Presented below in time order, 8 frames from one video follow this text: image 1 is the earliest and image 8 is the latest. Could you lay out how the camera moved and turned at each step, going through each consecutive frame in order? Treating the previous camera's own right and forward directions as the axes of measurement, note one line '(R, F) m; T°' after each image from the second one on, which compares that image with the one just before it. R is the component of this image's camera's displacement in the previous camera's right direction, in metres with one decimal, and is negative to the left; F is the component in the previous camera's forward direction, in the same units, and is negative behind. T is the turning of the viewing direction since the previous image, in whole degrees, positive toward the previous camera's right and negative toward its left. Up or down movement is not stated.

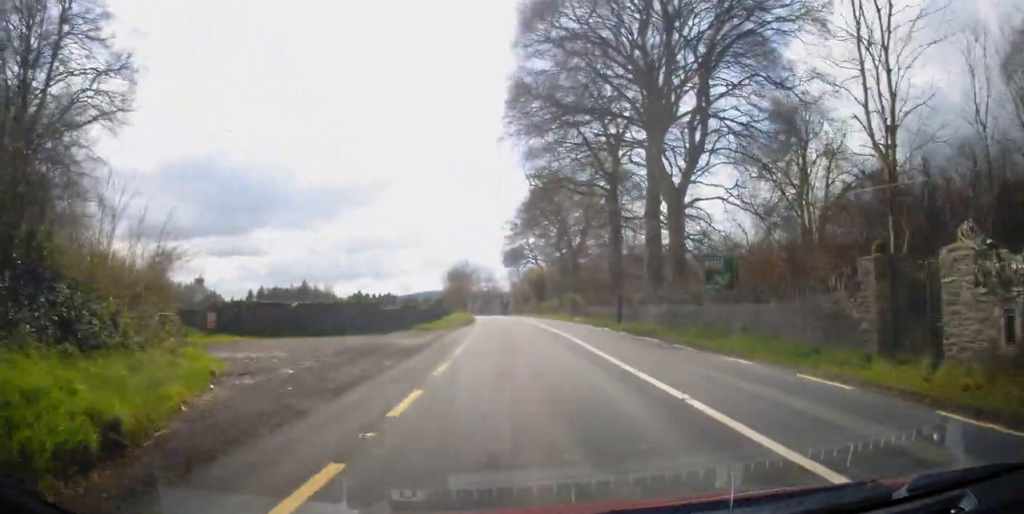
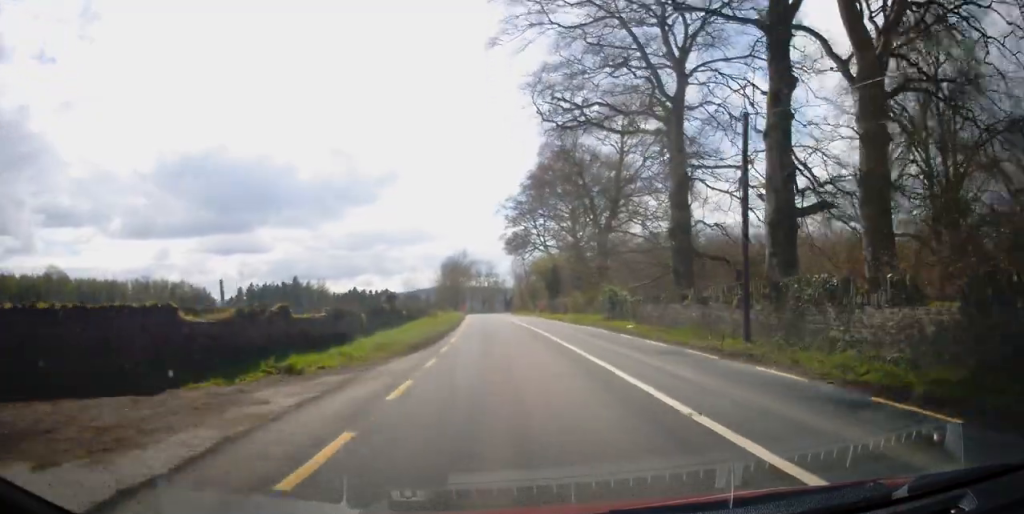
(-0.6, +19.2) m; -3°
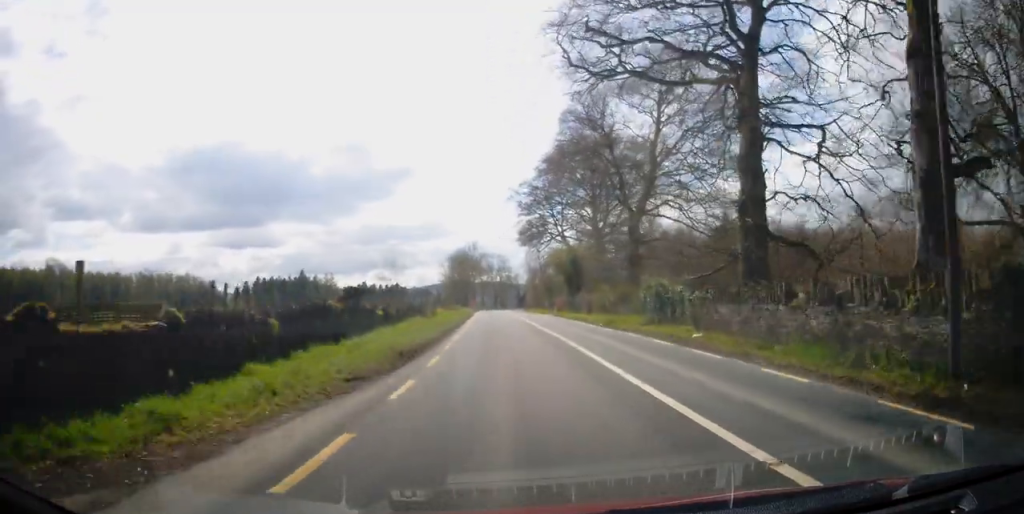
(+0.1, +8.2) m; -1°
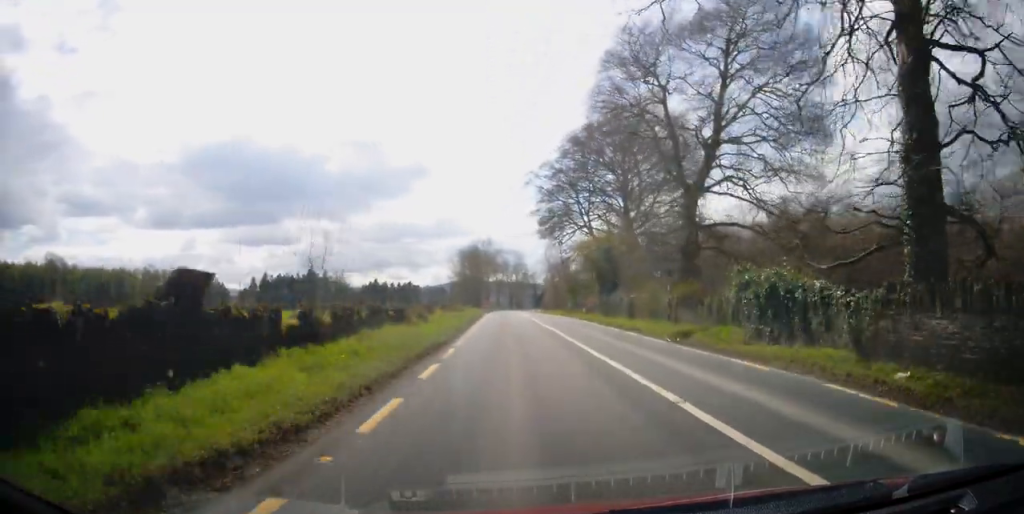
(-0.2, +10.3) m; -1°
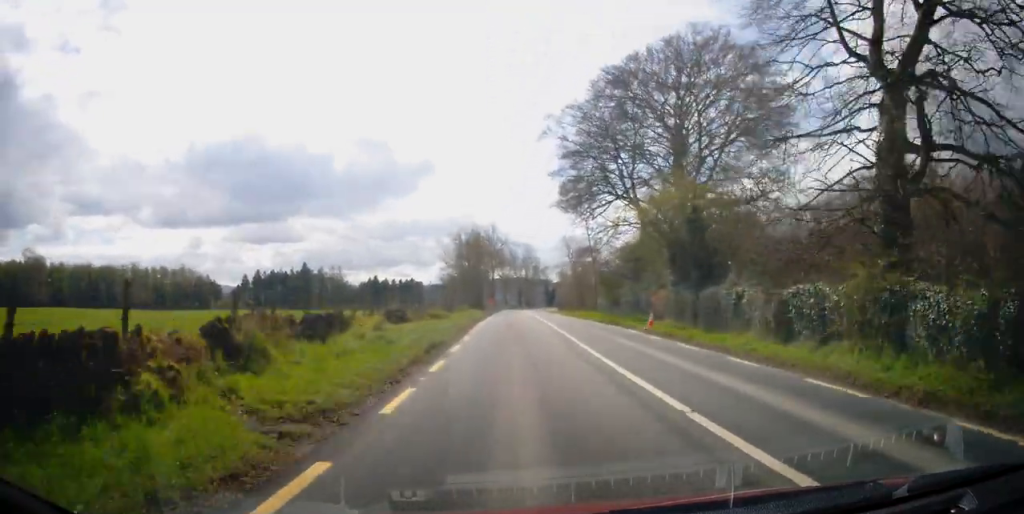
(-0.2, +19.1) m; 0°
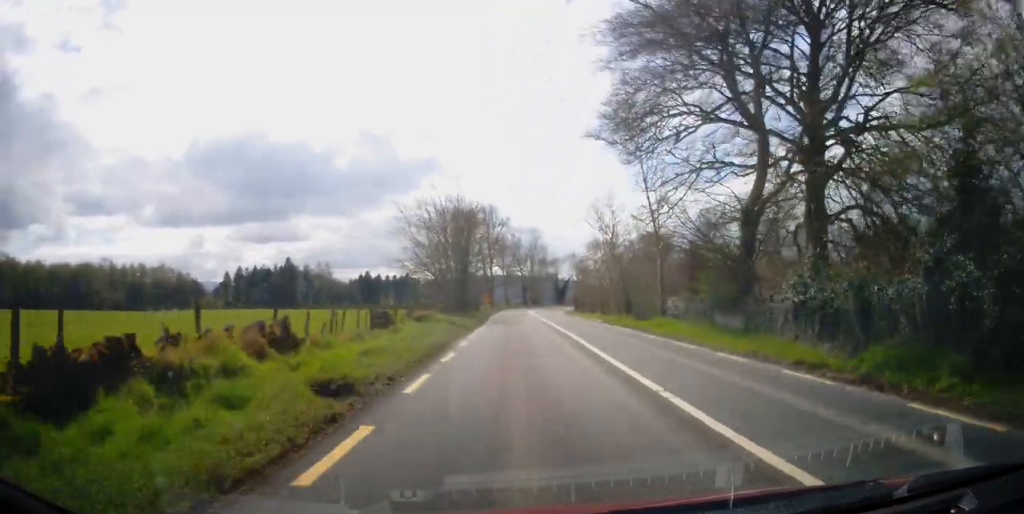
(+0.1, +22.9) m; -1°
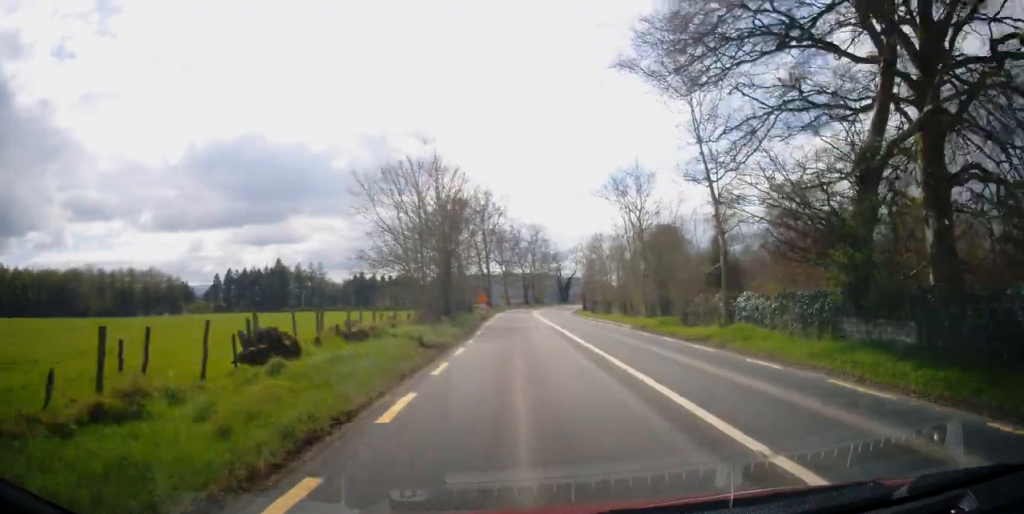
(-0.1, +9.9) m; 0°
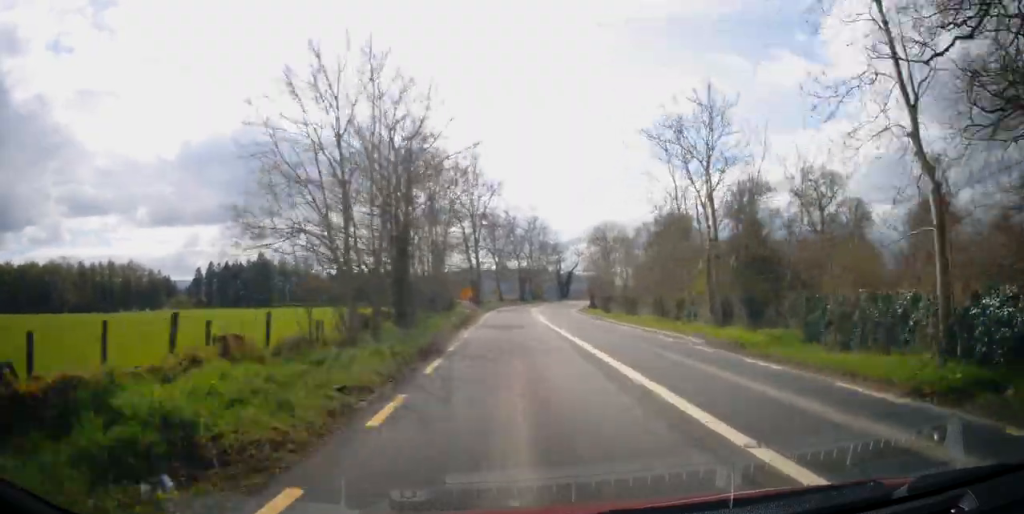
(-0.1, +12.5) m; 0°
